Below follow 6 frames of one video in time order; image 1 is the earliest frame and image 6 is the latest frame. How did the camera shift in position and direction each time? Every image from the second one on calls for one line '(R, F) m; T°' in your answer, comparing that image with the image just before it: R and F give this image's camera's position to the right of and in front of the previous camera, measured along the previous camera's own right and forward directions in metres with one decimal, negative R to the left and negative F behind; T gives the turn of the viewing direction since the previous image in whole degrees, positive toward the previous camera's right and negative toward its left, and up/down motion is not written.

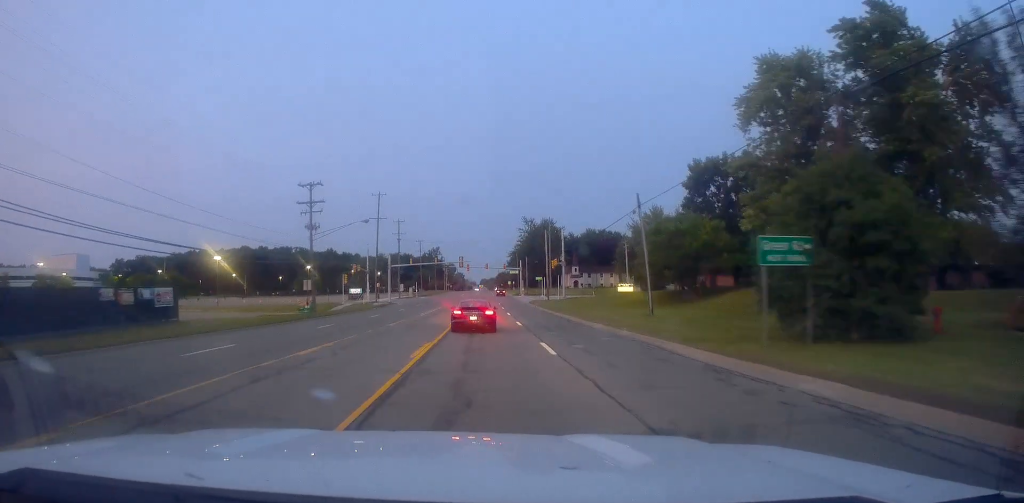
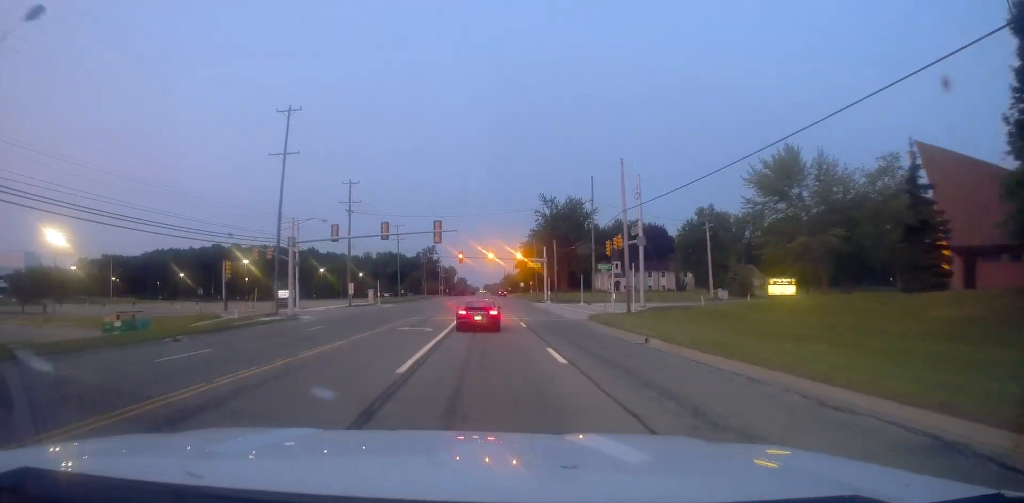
(-0.5, +47.6) m; 0°
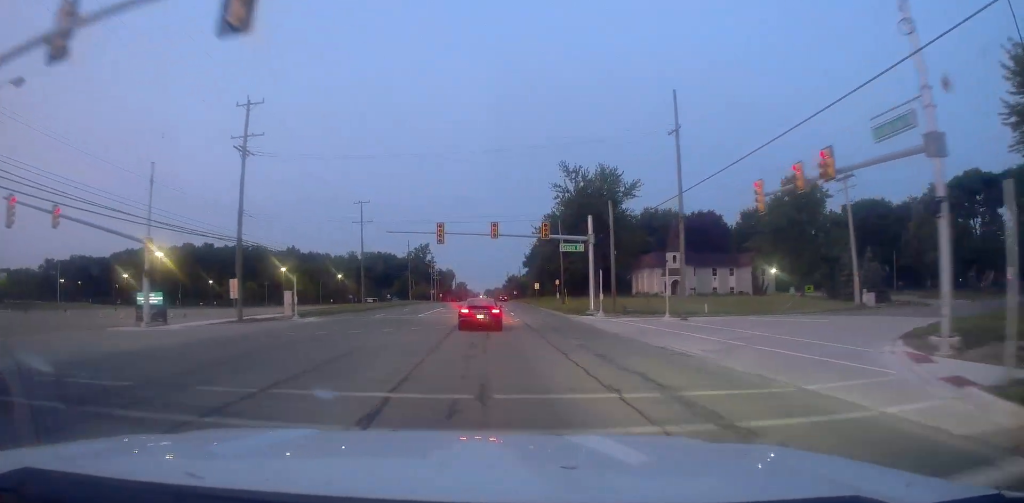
(0.0, +35.1) m; -1°
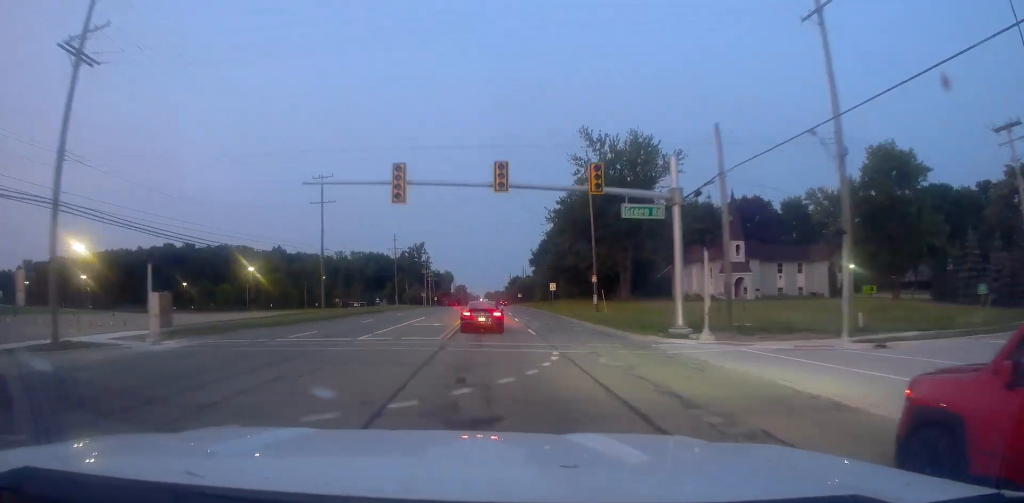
(-0.7, +20.8) m; 0°
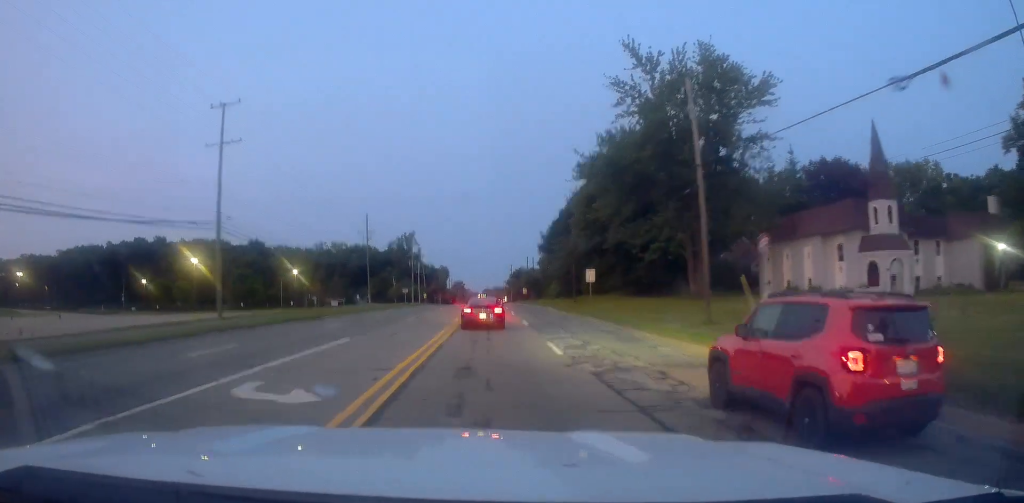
(+0.7, +24.7) m; +1°
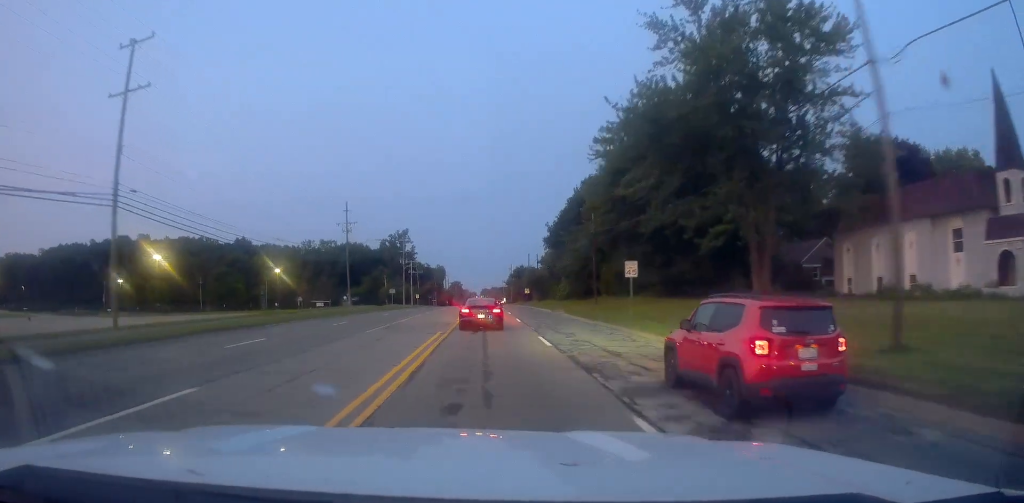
(-0.2, +11.9) m; 0°
